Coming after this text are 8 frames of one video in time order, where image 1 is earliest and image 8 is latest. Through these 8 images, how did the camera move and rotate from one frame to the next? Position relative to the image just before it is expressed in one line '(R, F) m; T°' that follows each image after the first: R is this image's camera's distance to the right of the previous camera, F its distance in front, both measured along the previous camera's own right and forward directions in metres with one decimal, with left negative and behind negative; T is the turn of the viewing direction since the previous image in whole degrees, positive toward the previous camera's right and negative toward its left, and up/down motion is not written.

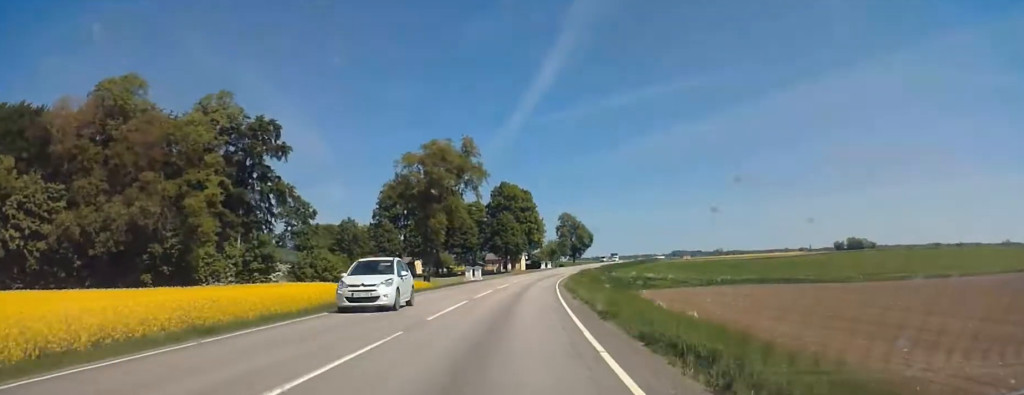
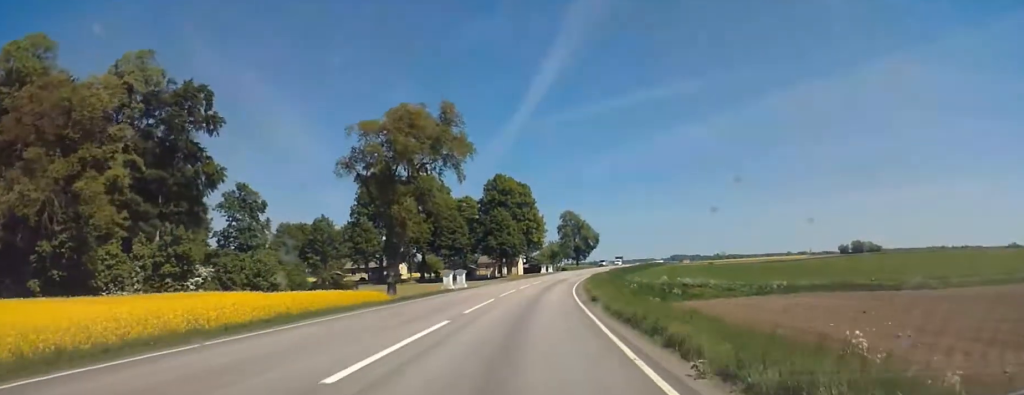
(0.0, +20.9) m; 0°
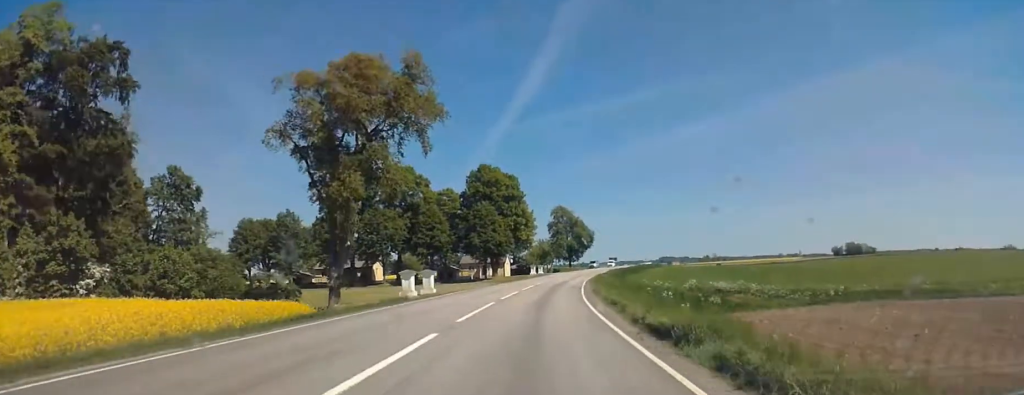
(-0.1, +15.6) m; +1°
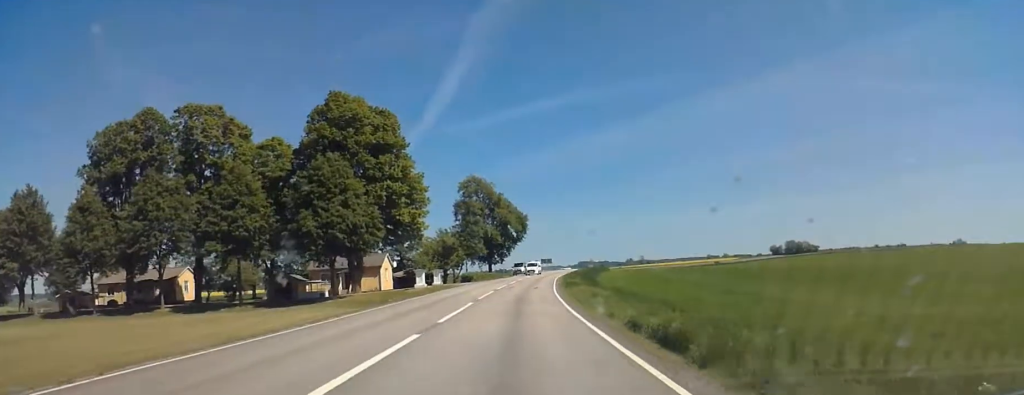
(+2.2, +59.9) m; +4°
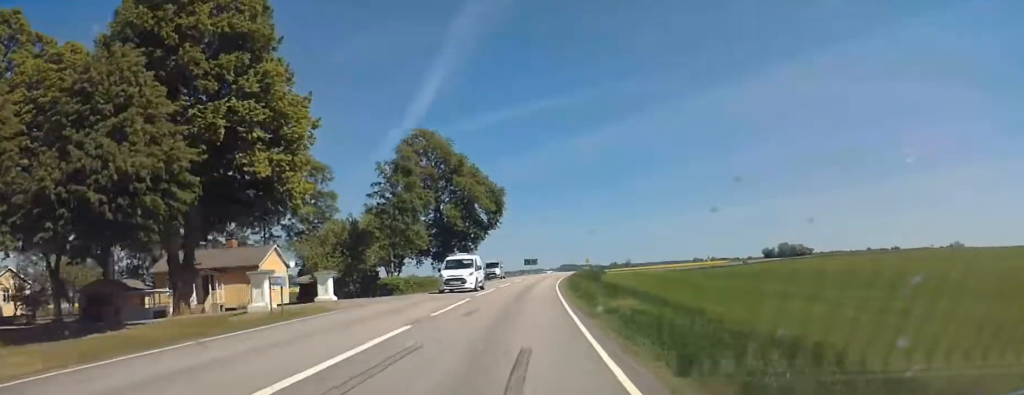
(+0.7, +36.0) m; +2°
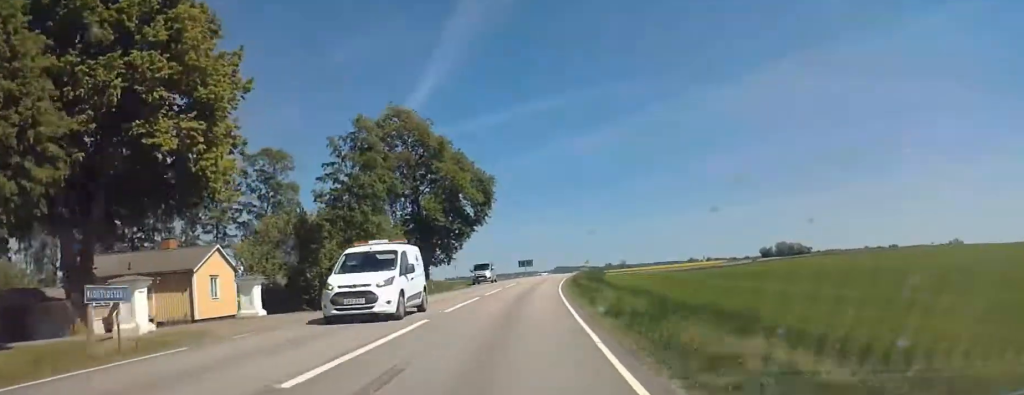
(-0.1, +9.9) m; +1°
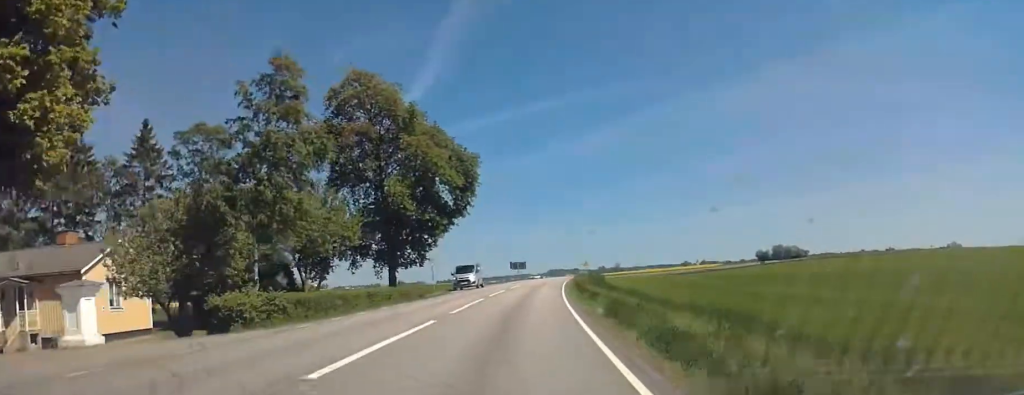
(+0.1, +11.3) m; +1°
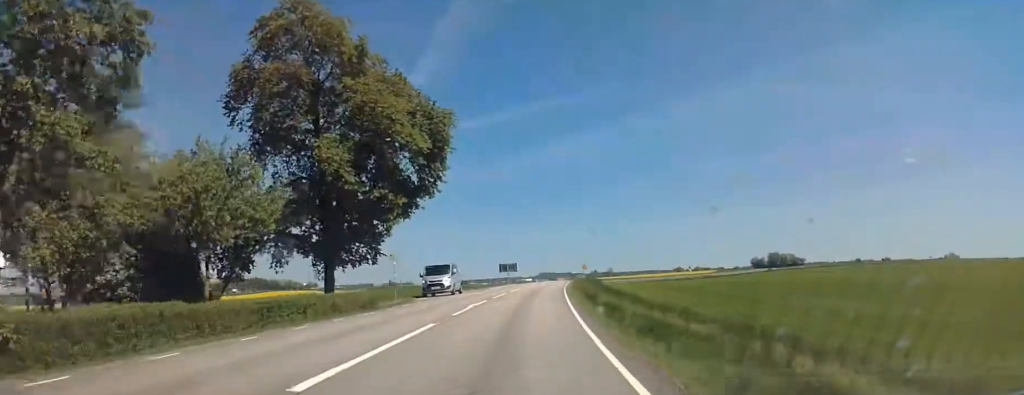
(+0.2, +12.7) m; +1°
